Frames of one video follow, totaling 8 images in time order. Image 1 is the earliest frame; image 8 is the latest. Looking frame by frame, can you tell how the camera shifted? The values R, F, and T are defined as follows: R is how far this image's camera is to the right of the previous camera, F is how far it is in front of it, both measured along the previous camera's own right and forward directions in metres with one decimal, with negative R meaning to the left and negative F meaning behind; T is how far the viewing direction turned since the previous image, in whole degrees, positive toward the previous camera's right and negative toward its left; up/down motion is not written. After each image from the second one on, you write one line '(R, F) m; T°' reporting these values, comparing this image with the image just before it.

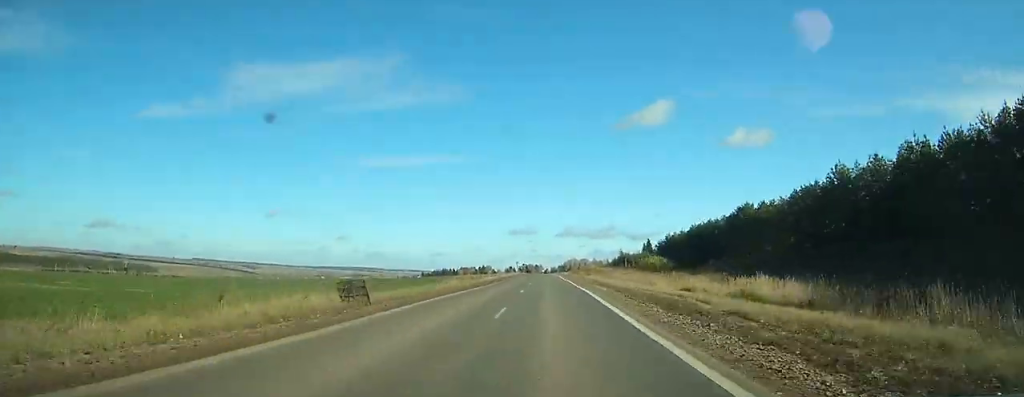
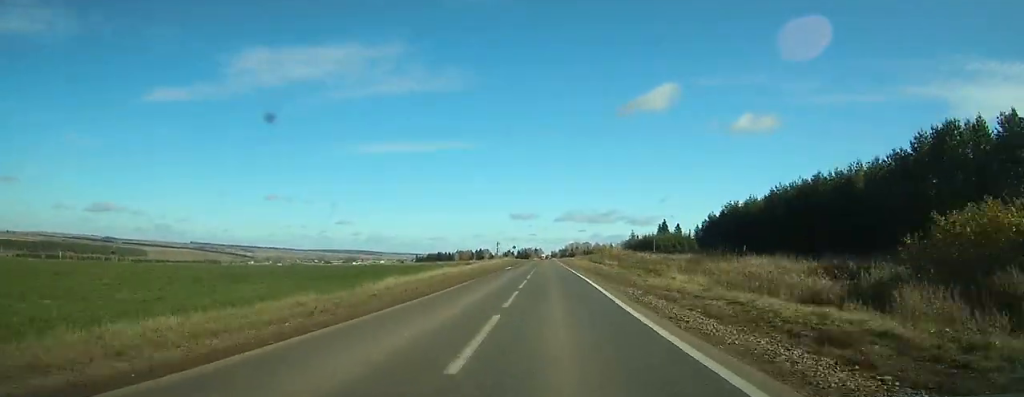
(+0.1, +60.6) m; 0°
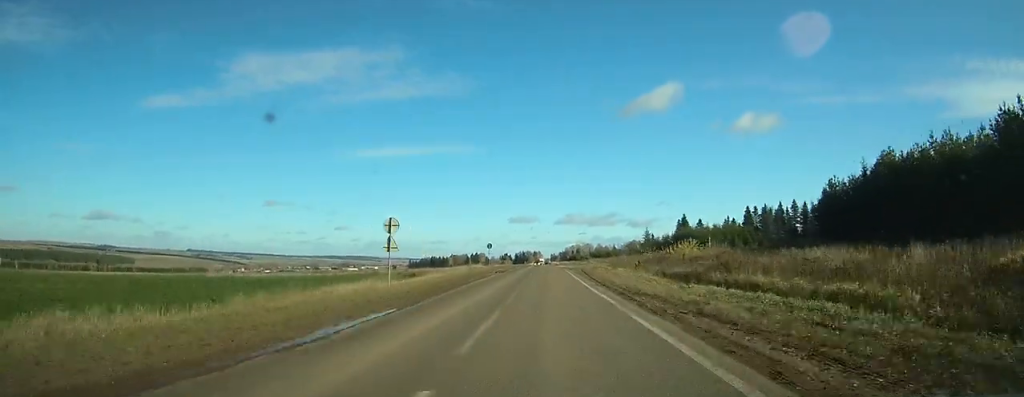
(0.0, +58.6) m; 0°
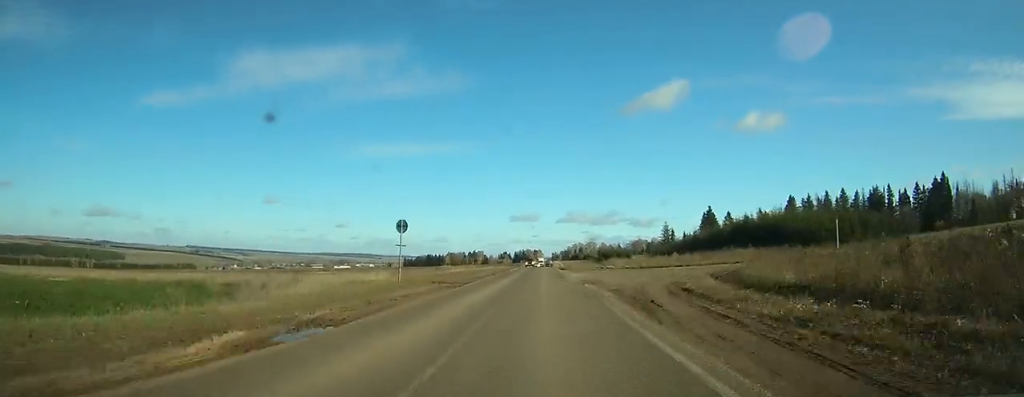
(-0.1, +47.3) m; 0°
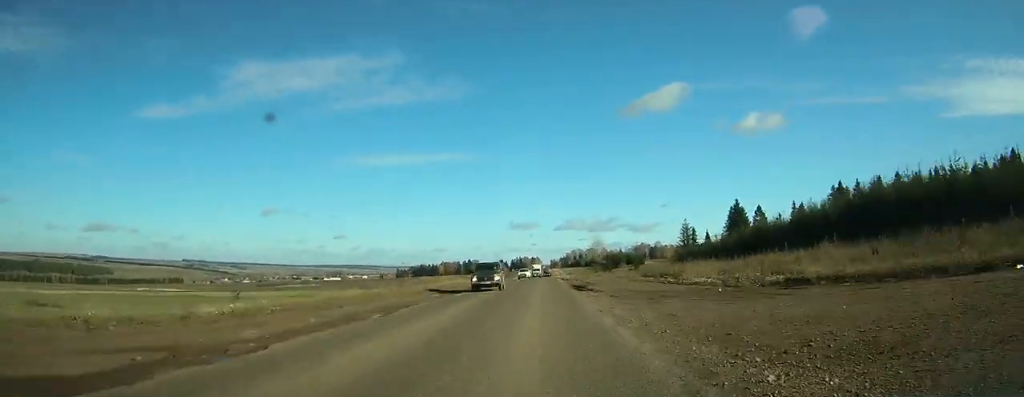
(0.0, +41.4) m; 0°
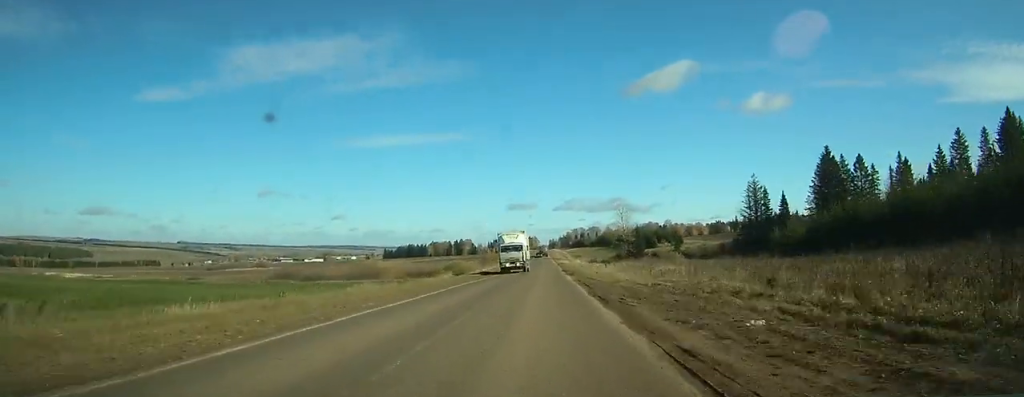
(+0.5, +74.1) m; 0°
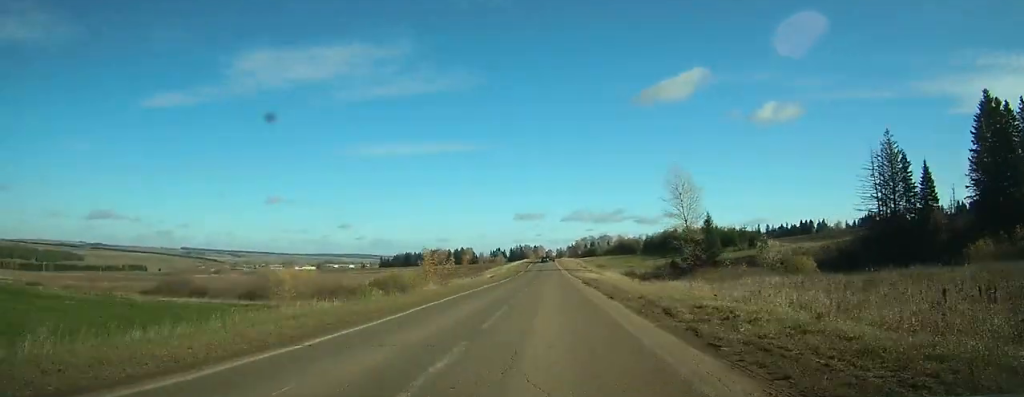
(-0.1, +58.7) m; 0°
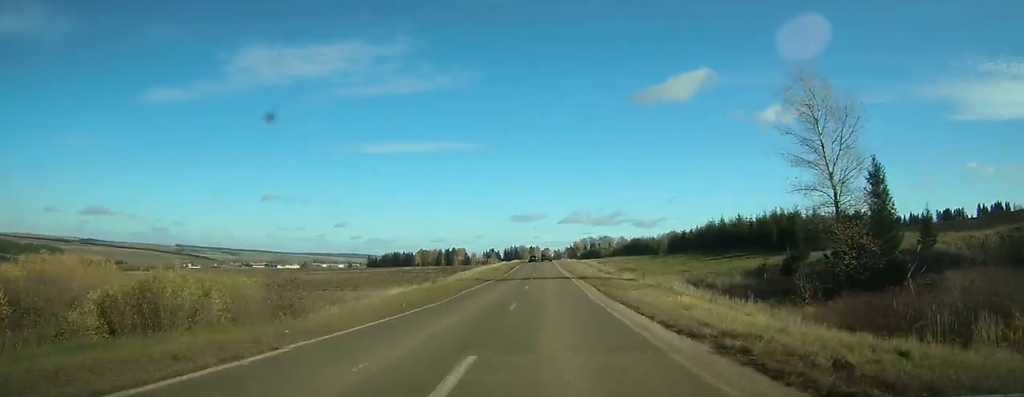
(0.0, +45.9) m; 0°
